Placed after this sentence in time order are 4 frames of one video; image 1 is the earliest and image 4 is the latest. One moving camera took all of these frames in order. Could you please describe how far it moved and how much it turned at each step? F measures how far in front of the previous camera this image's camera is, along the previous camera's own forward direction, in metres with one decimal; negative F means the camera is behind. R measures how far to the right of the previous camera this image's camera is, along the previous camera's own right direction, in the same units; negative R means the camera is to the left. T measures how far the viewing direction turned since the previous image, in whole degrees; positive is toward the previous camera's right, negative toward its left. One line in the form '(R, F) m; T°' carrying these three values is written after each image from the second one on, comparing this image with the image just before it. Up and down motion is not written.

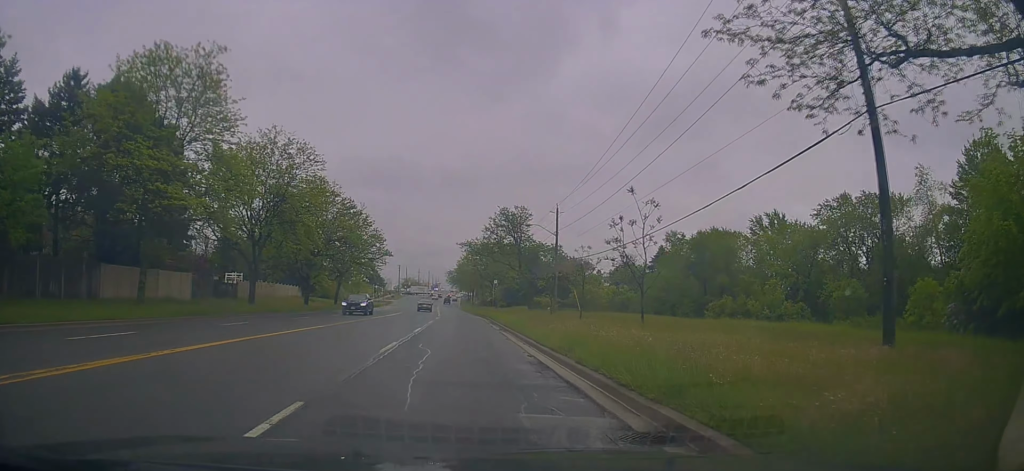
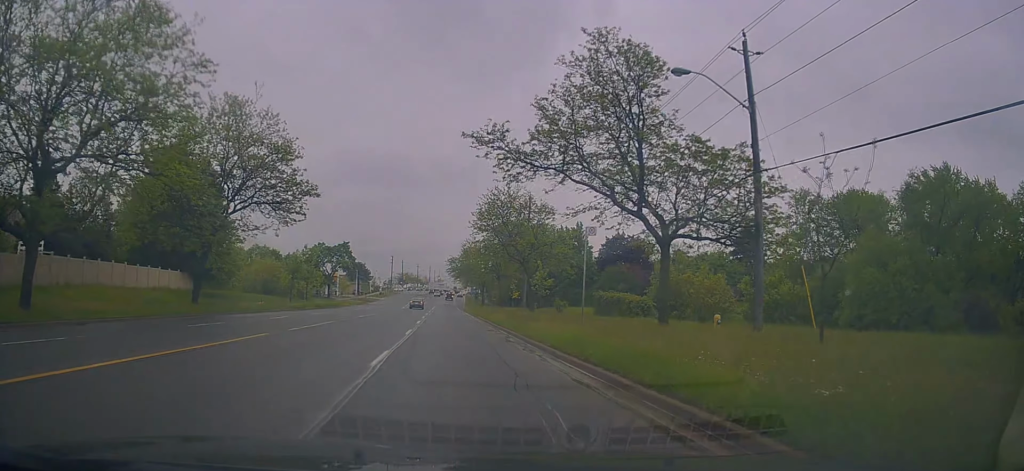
(+2.3, +41.4) m; +3°
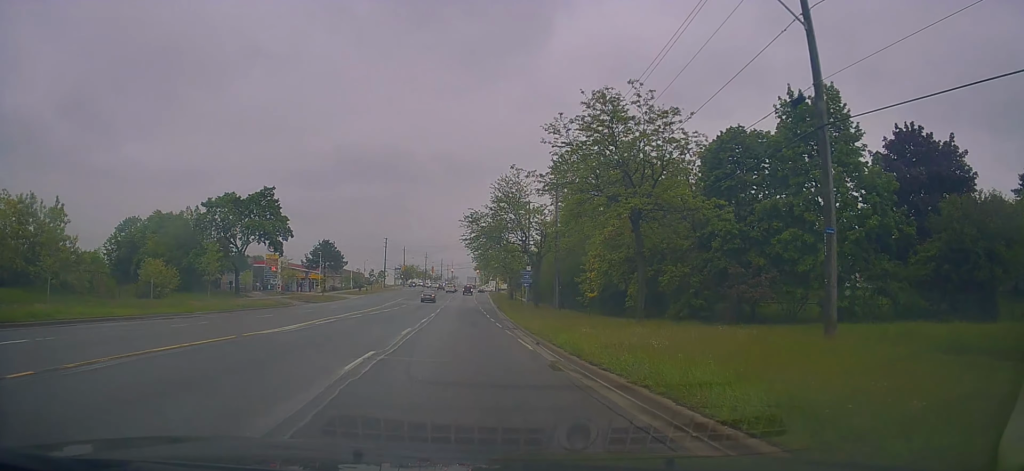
(-2.8, +57.8) m; -4°
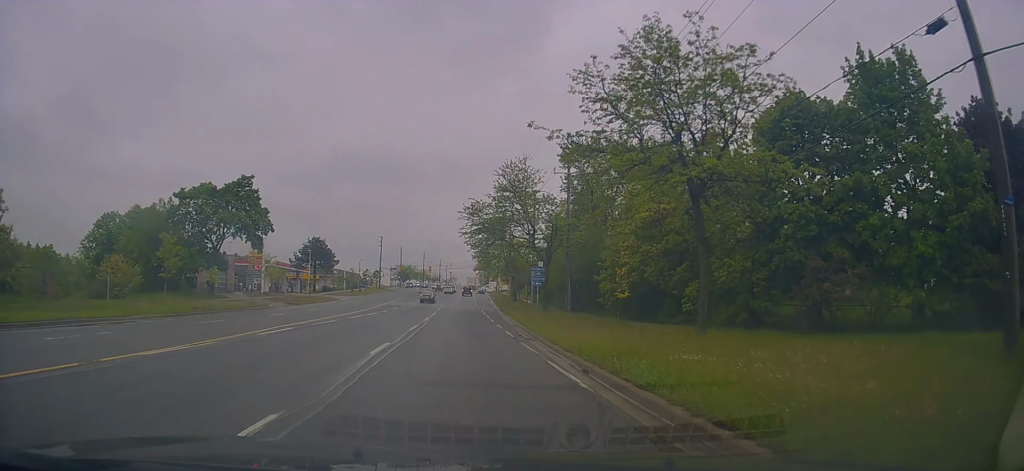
(+0.1, +6.5) m; 0°
